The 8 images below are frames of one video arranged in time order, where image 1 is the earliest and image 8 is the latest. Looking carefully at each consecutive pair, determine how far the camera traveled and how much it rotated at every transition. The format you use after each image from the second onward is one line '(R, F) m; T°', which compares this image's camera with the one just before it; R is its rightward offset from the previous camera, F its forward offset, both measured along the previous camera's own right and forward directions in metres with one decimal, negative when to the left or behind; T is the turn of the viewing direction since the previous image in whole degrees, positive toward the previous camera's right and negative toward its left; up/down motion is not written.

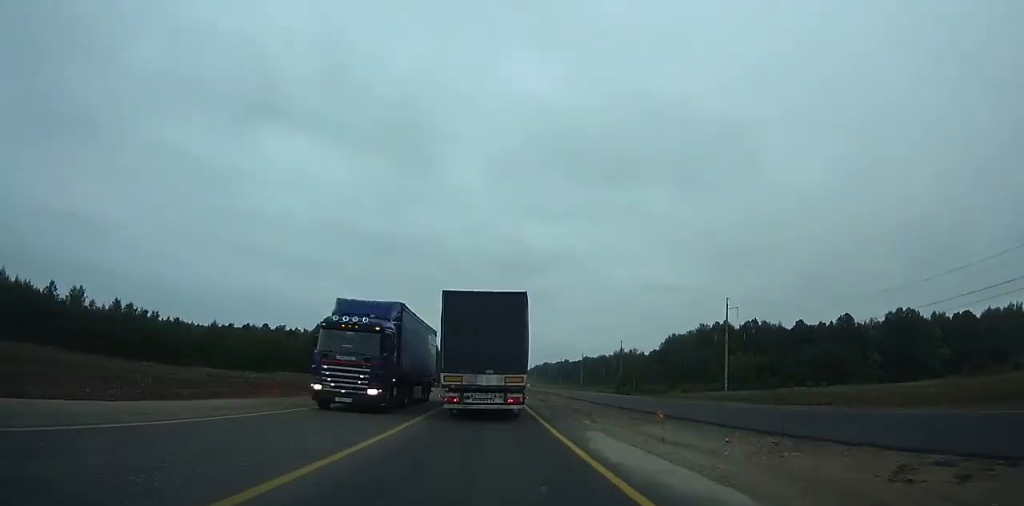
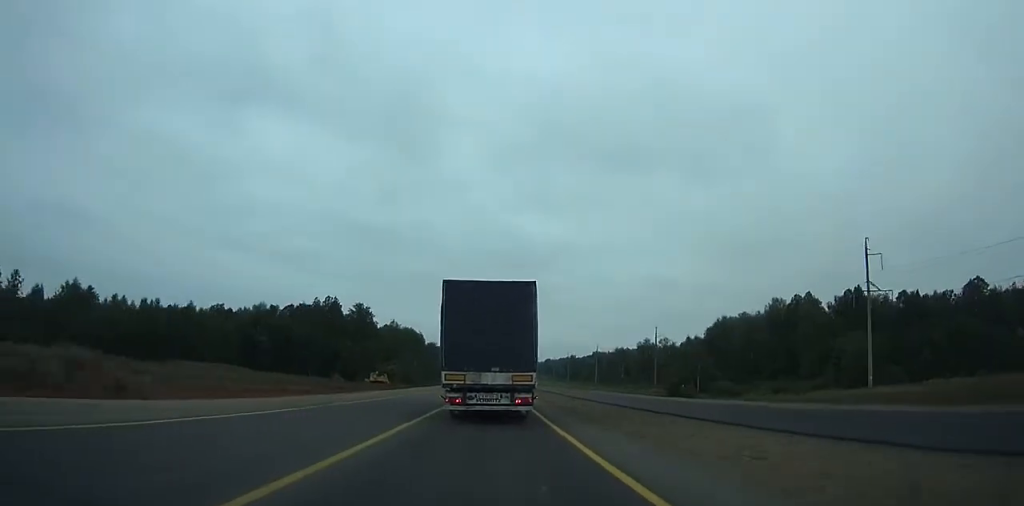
(-0.1, +59.3) m; 0°
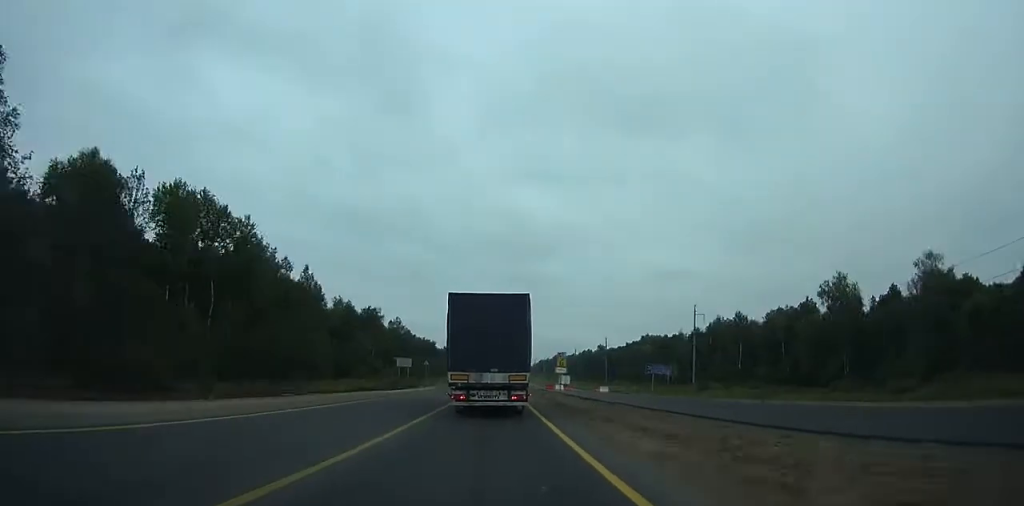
(+0.5, +169.2) m; 0°
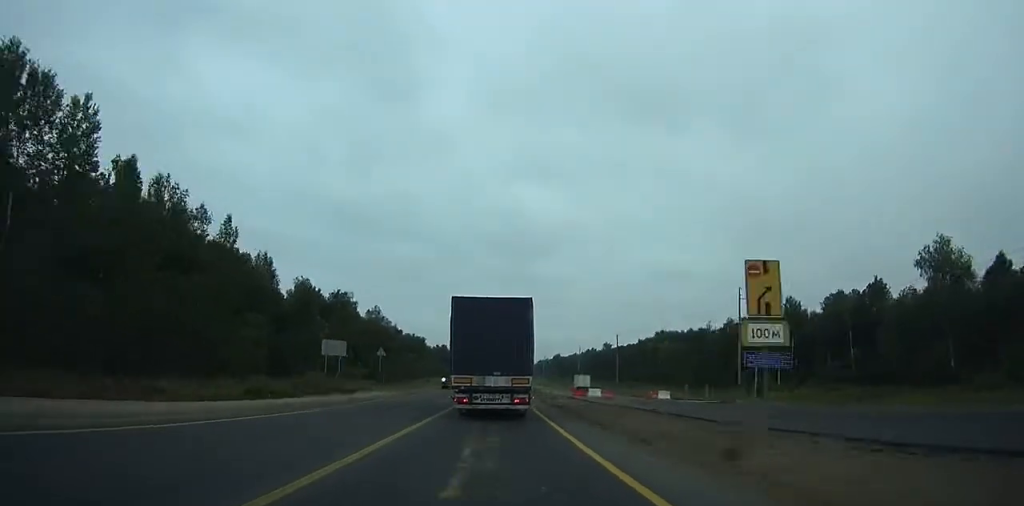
(0.0, +32.7) m; 0°
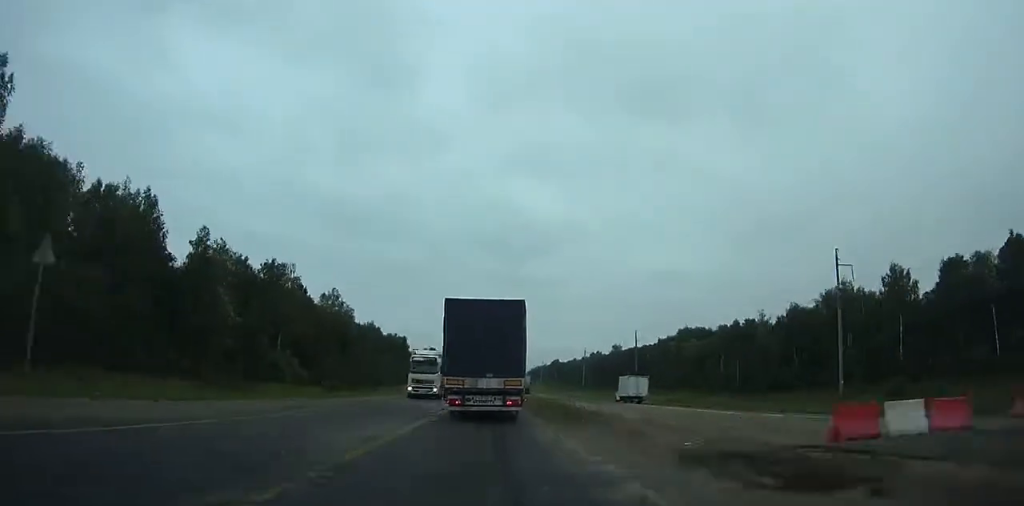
(+0.2, +42.3) m; 0°
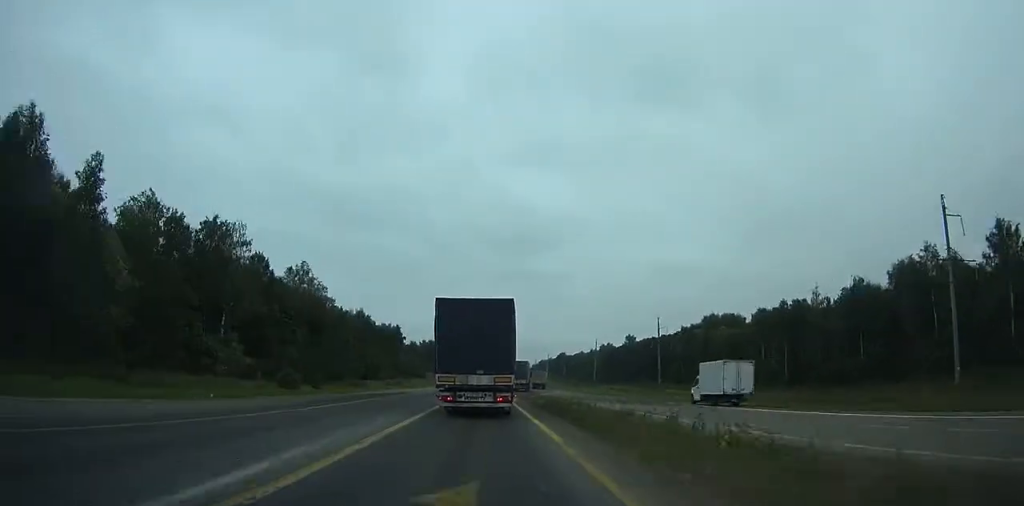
(+0.1, +24.9) m; +1°
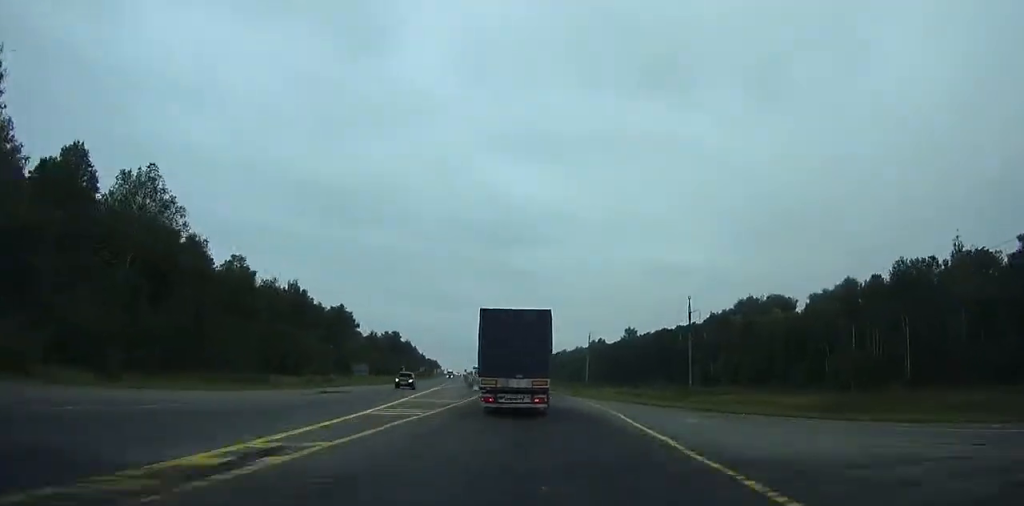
(+0.4, +51.7) m; +2°
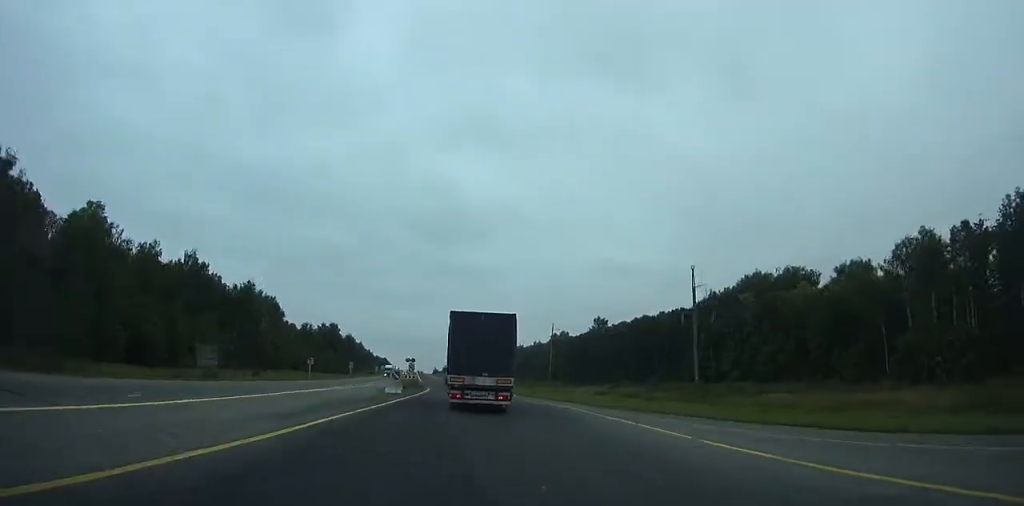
(+0.4, +34.5) m; +2°
